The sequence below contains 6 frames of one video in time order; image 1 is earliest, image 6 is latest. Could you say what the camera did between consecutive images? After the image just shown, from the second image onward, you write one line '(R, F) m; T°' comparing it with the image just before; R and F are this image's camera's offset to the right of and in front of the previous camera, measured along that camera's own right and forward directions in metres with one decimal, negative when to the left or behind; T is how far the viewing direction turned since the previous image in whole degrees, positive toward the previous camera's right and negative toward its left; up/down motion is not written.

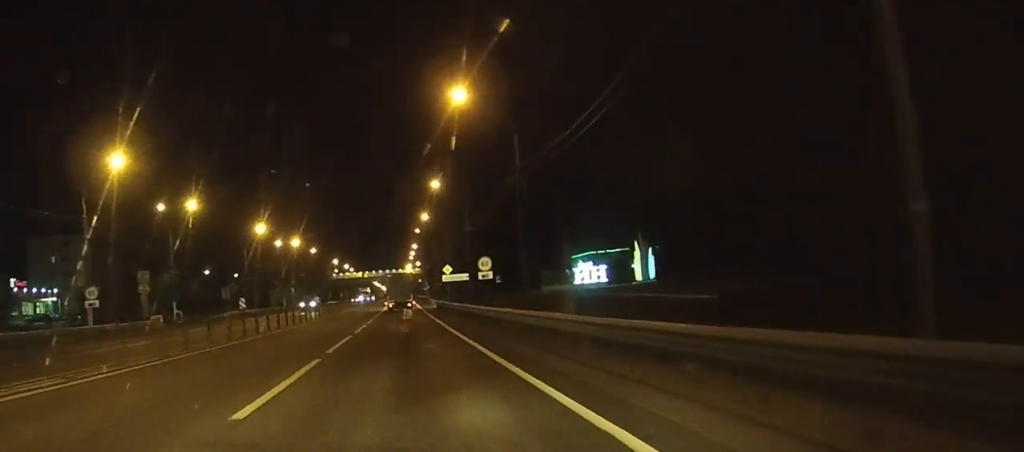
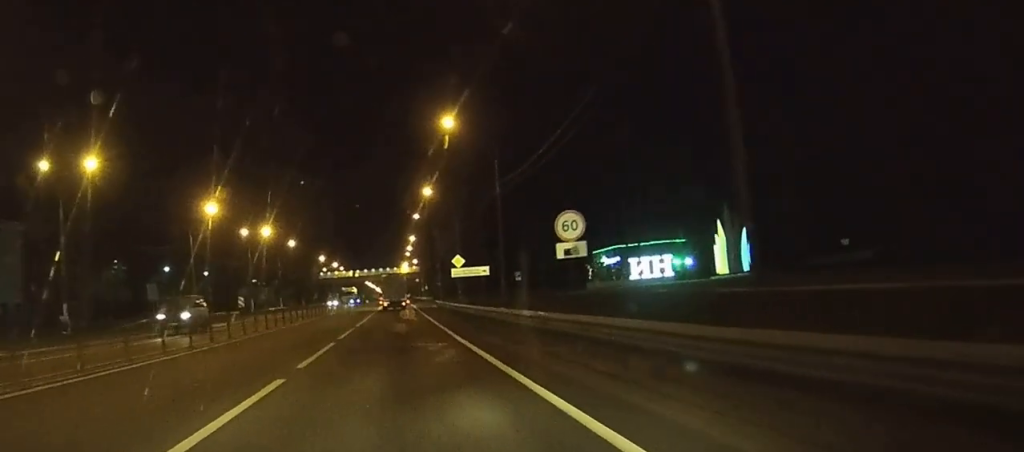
(+0.1, +28.4) m; 0°
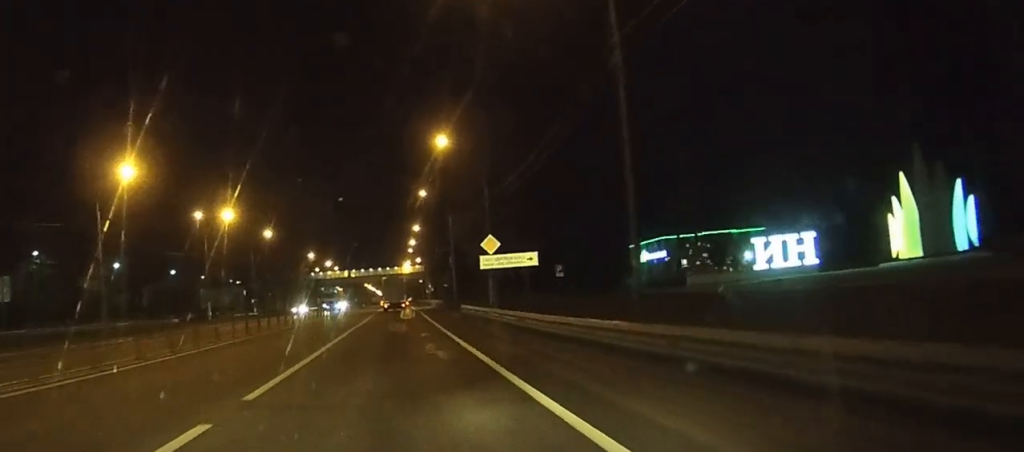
(-0.1, +28.9) m; -1°
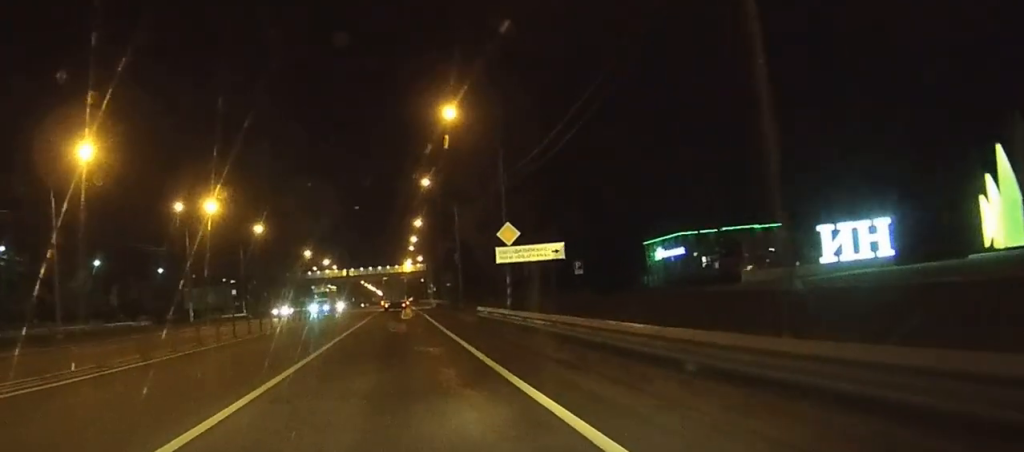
(0.0, +8.8) m; 0°
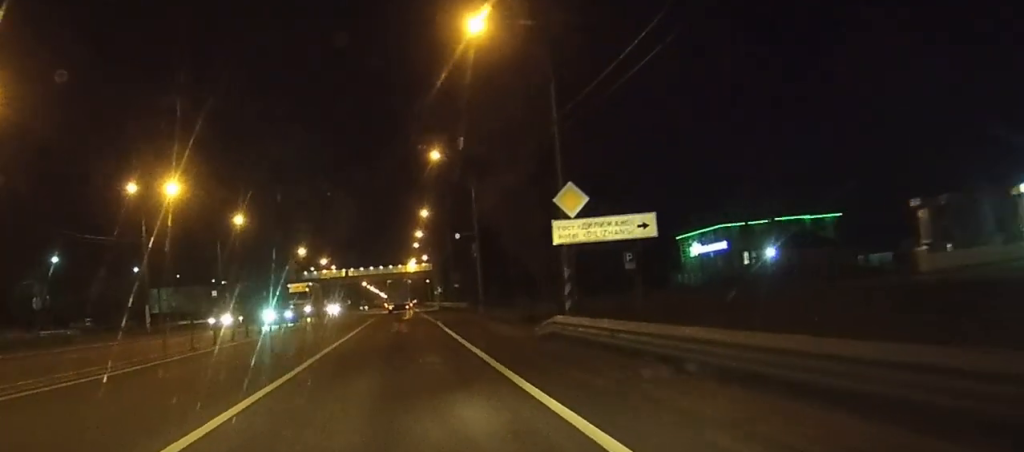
(0.0, +16.3) m; 0°
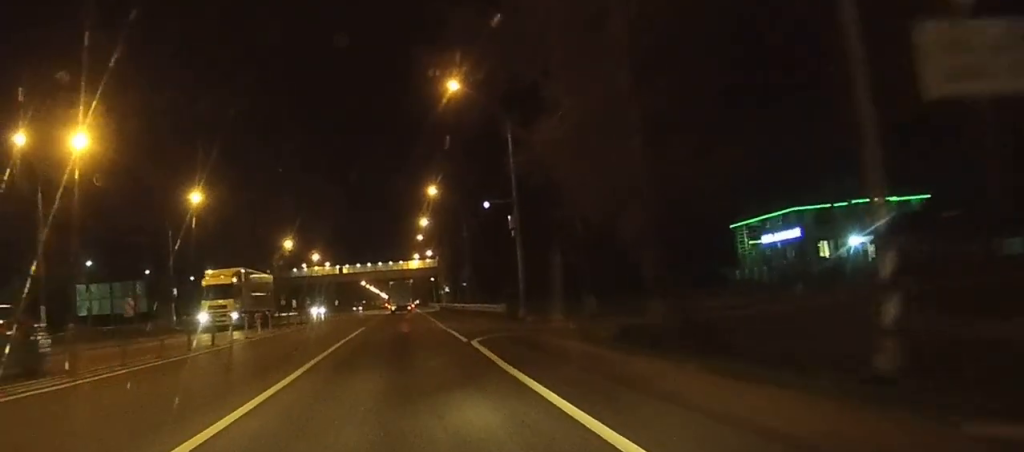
(0.0, +21.8) m; 0°
